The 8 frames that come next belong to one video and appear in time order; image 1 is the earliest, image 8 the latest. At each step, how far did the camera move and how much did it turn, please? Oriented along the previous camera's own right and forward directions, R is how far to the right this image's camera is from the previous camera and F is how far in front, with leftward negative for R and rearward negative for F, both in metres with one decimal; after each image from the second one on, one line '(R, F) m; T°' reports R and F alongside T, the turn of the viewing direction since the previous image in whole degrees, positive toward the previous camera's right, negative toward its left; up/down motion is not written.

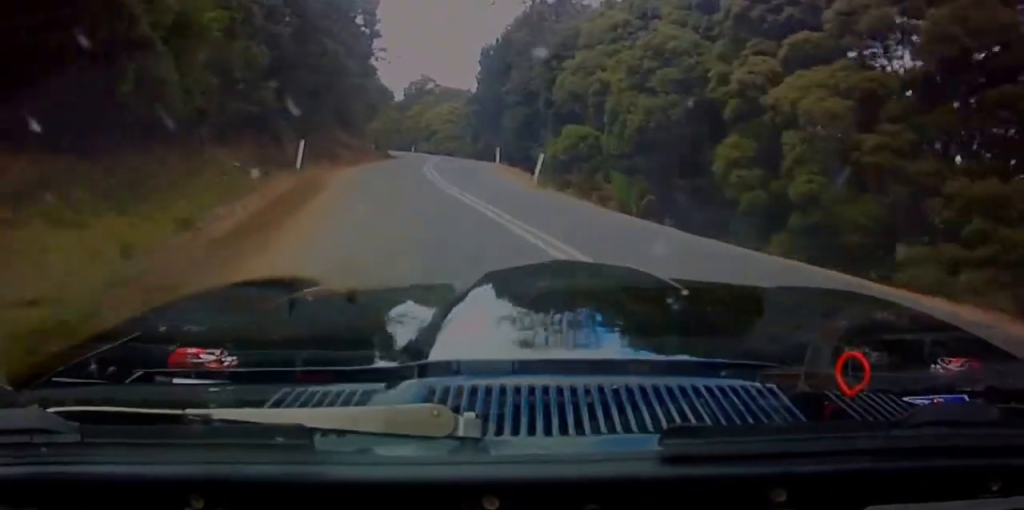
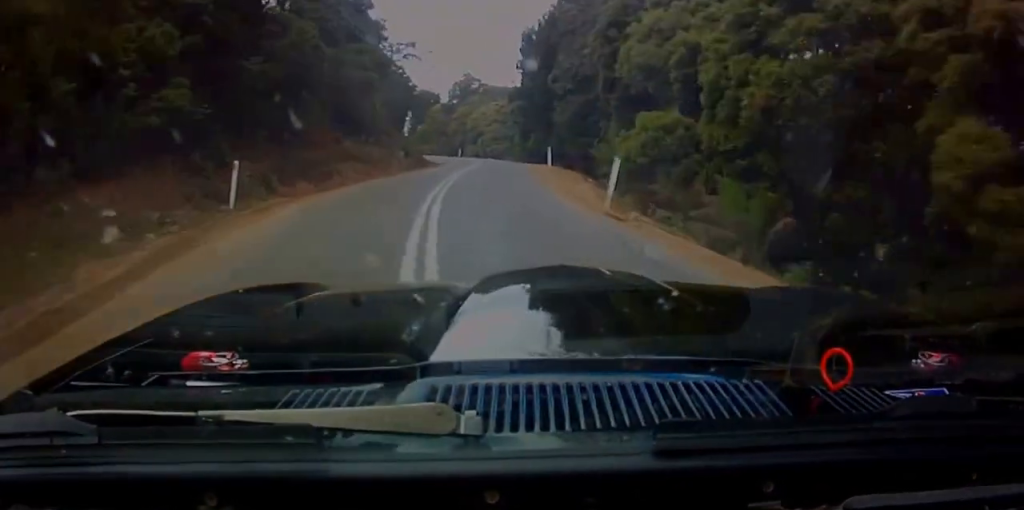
(+0.9, +10.2) m; -11°
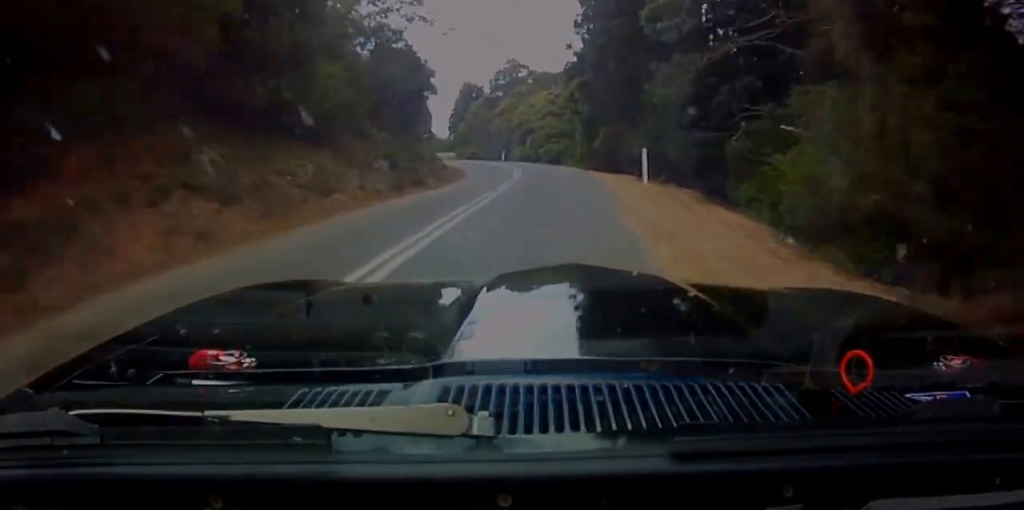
(-5.6, +15.5) m; -18°
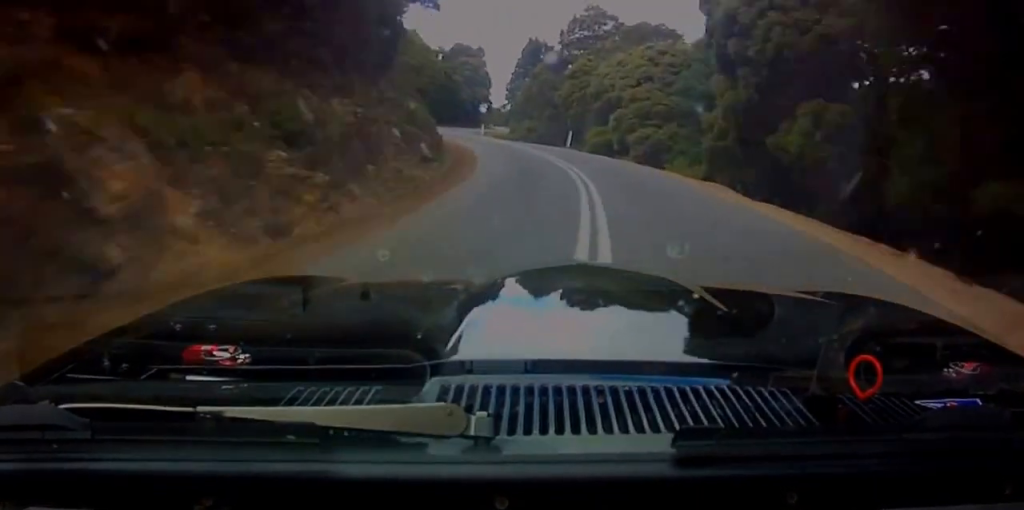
(-2.7, +21.6) m; -16°
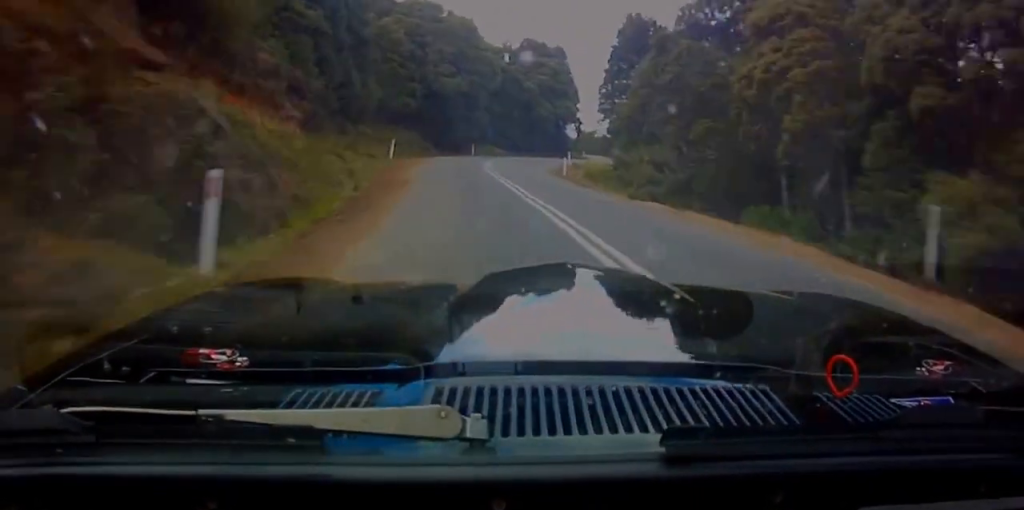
(-5.5, +31.1) m; -15°
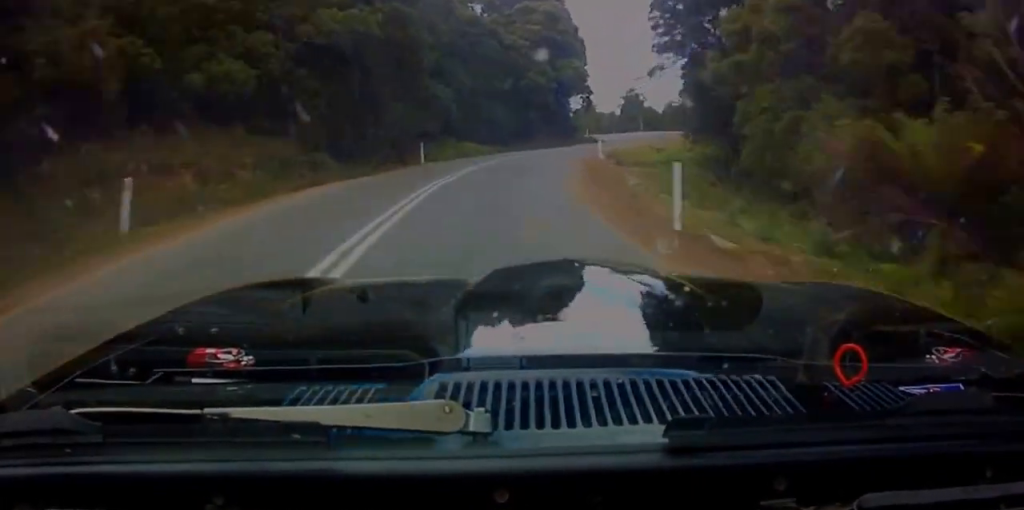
(-1.6, +26.2) m; -3°
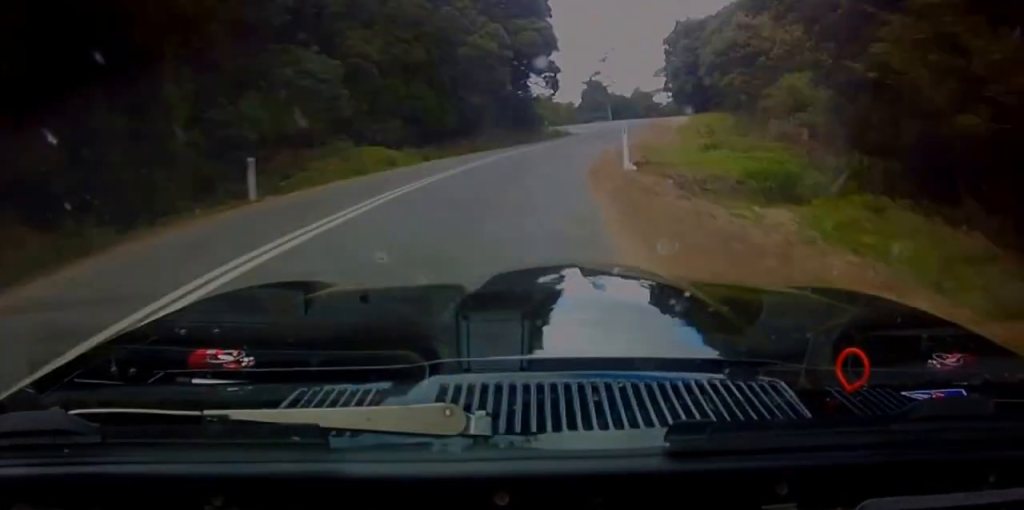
(-0.1, +17.1) m; 0°
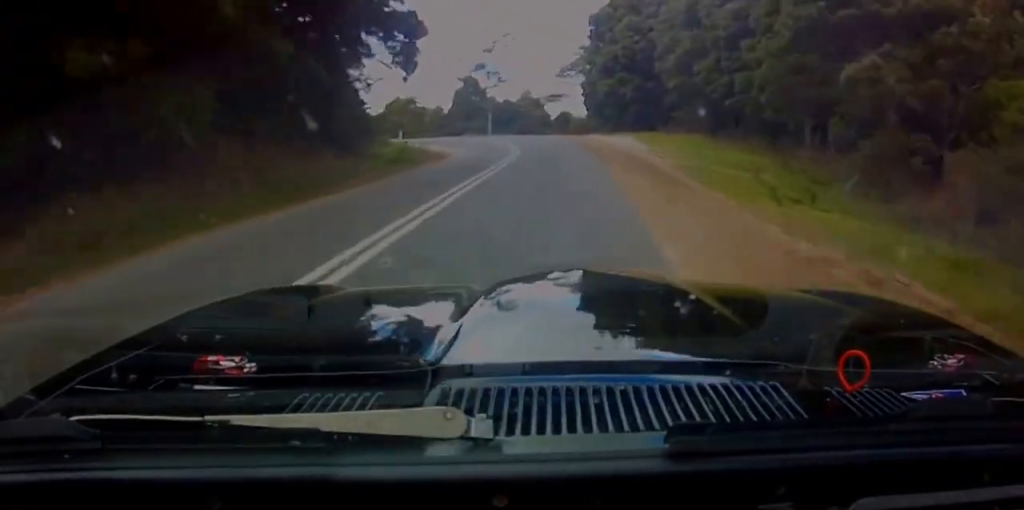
(+0.3, +27.4) m; +1°
